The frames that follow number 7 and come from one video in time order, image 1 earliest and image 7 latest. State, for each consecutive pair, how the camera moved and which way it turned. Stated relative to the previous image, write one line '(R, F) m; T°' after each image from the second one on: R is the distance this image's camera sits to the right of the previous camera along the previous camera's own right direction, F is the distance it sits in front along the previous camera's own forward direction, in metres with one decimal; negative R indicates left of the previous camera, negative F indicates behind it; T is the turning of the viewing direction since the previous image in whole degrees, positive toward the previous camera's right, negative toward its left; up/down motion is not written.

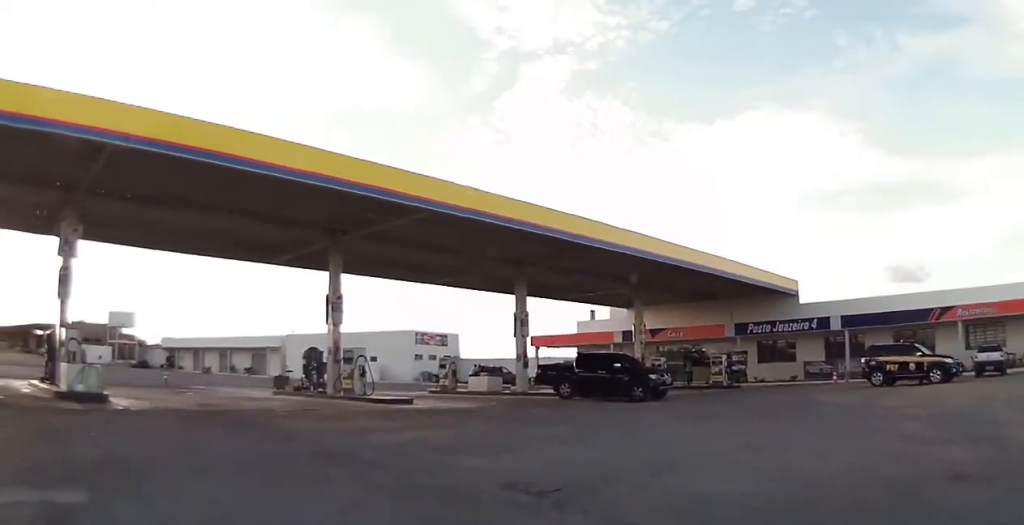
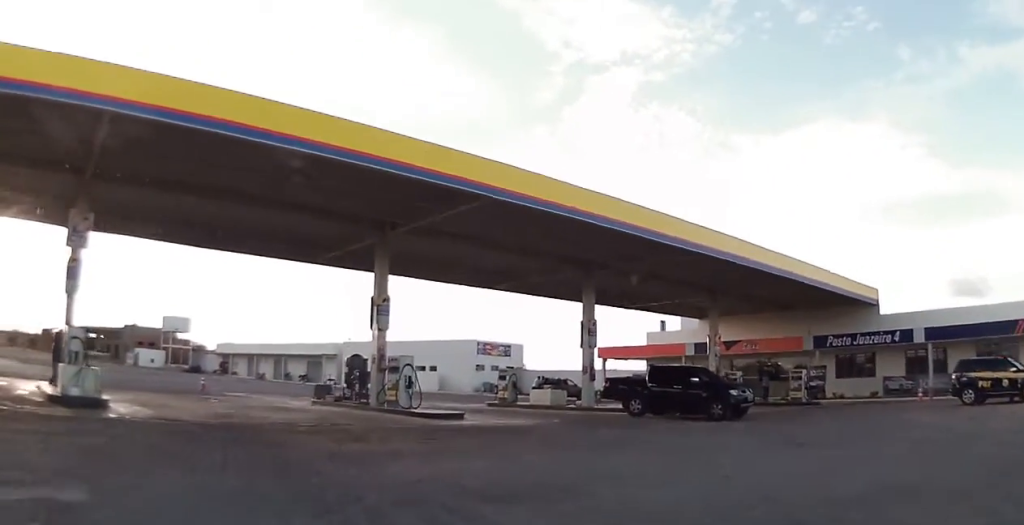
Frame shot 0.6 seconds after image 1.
(+0.1, +2.9) m; -4°
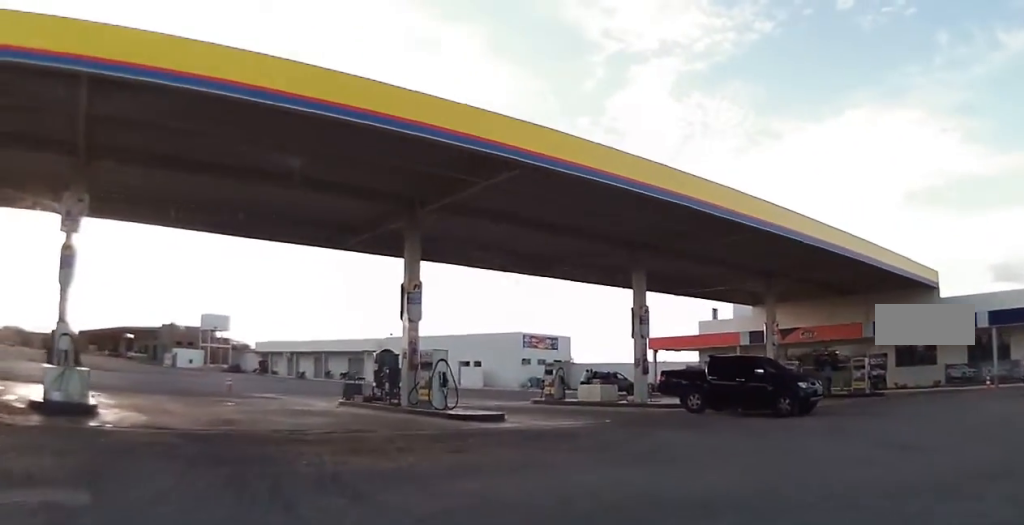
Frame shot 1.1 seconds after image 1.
(-0.2, +2.5) m; -3°
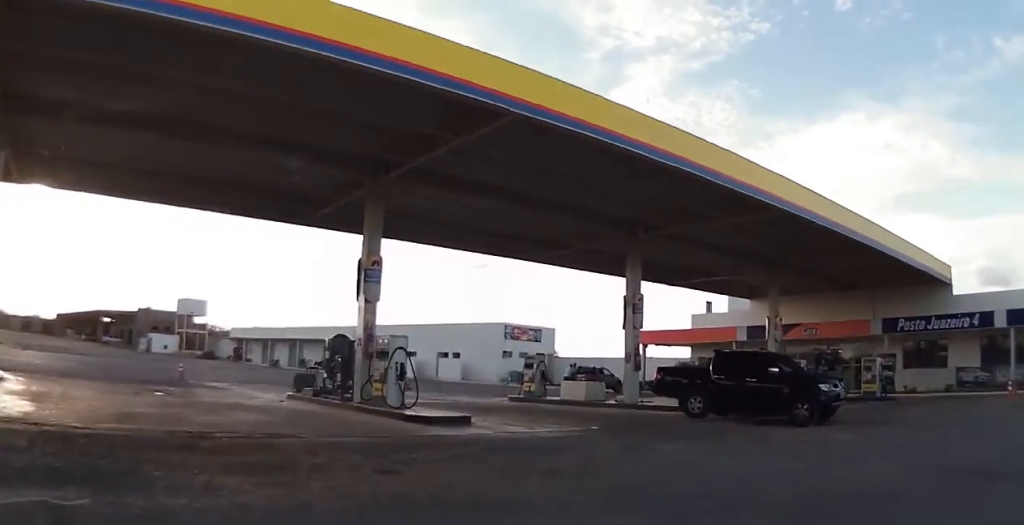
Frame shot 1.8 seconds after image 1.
(-0.2, +3.4) m; -3°
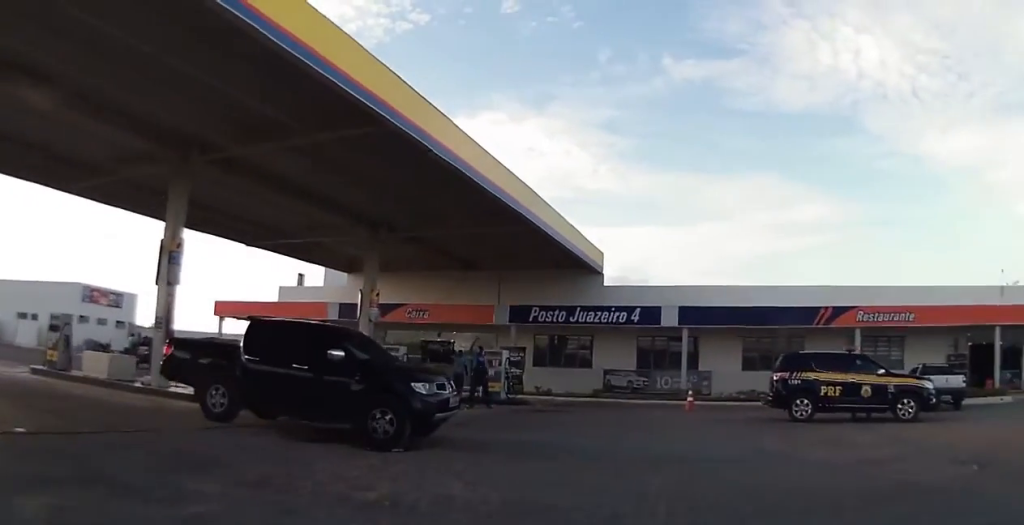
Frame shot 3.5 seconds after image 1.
(+0.6, +6.7) m; +17°
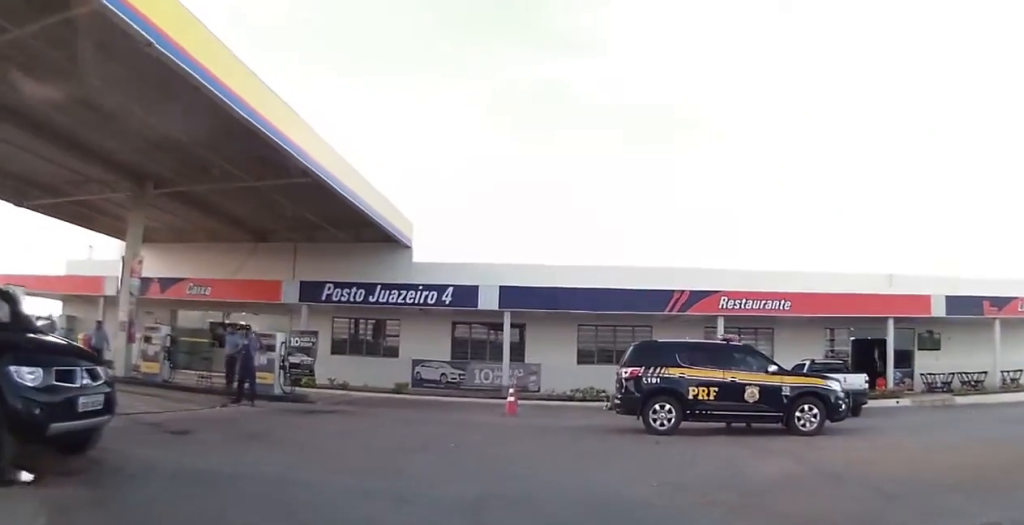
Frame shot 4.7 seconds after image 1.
(+0.8, +4.8) m; +16°
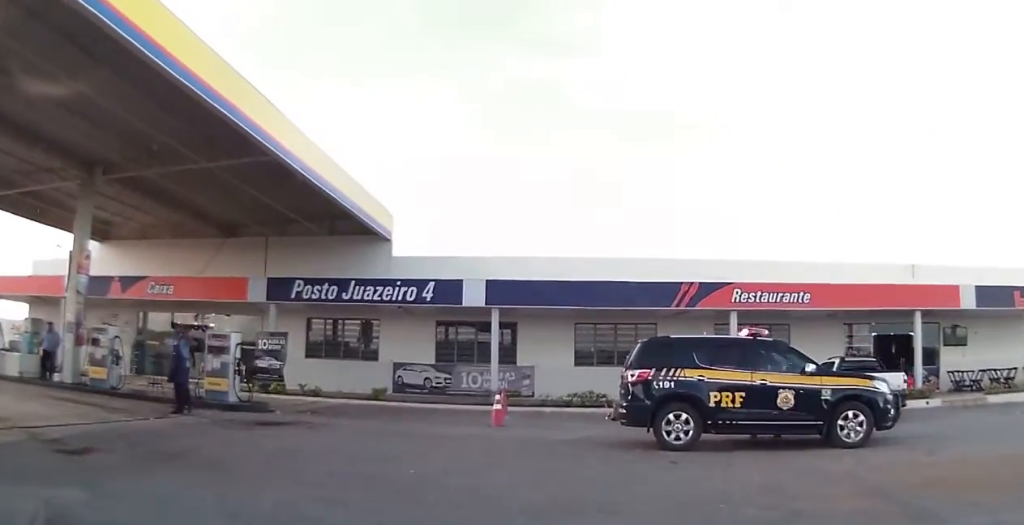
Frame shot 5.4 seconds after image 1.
(+0.1, +2.6) m; +2°
